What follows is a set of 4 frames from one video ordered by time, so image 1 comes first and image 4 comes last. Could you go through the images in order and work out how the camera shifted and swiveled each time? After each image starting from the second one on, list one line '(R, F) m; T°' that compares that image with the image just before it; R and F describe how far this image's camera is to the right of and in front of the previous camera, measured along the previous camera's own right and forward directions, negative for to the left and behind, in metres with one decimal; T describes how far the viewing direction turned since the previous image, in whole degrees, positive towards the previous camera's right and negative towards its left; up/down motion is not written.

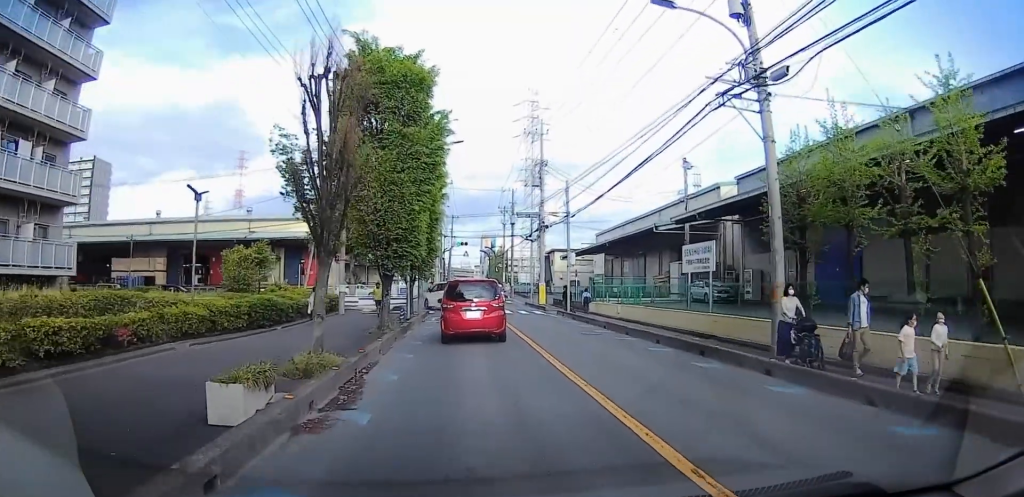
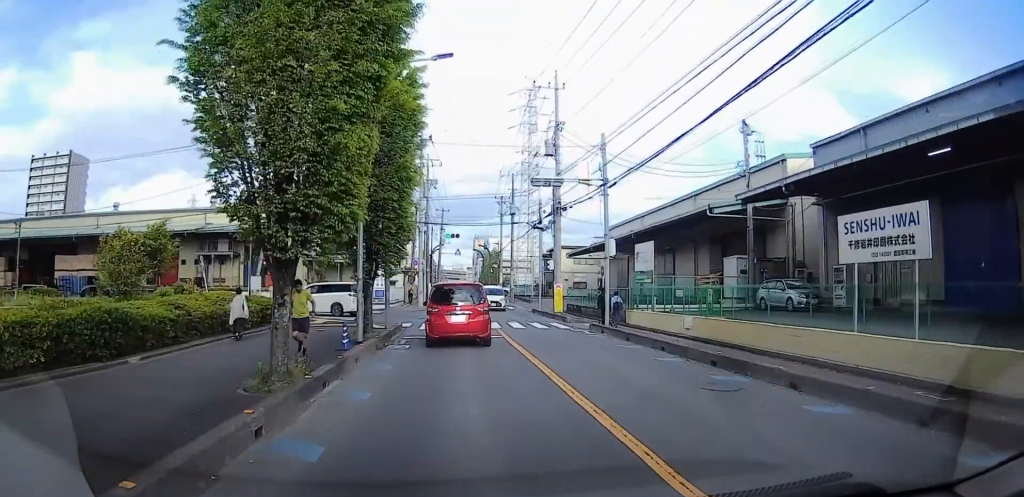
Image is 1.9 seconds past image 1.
(0.0, +9.7) m; 0°
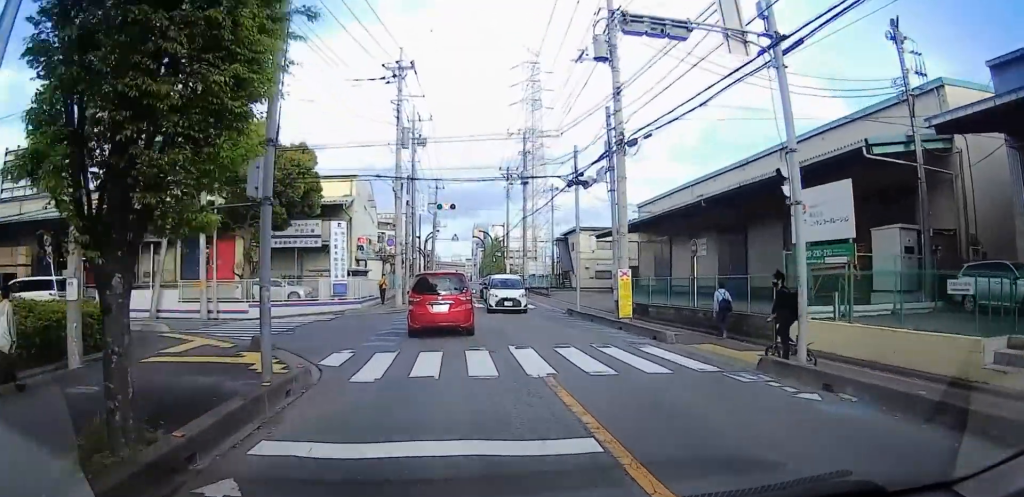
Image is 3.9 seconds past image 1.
(0.0, +12.4) m; 0°
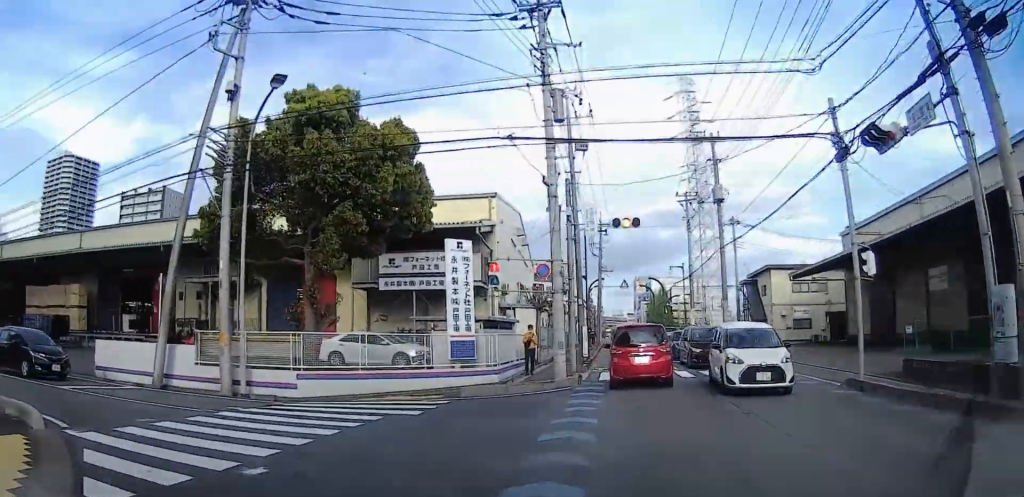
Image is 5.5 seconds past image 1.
(0.0, +11.3) m; 0°
